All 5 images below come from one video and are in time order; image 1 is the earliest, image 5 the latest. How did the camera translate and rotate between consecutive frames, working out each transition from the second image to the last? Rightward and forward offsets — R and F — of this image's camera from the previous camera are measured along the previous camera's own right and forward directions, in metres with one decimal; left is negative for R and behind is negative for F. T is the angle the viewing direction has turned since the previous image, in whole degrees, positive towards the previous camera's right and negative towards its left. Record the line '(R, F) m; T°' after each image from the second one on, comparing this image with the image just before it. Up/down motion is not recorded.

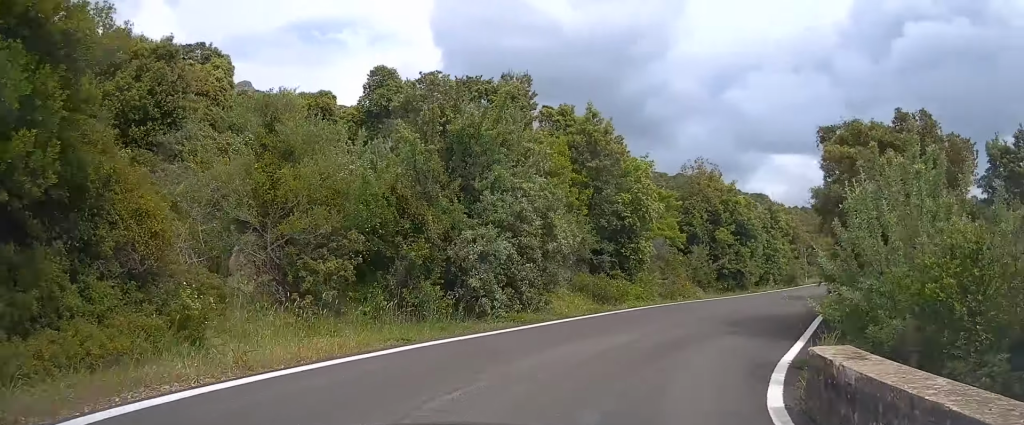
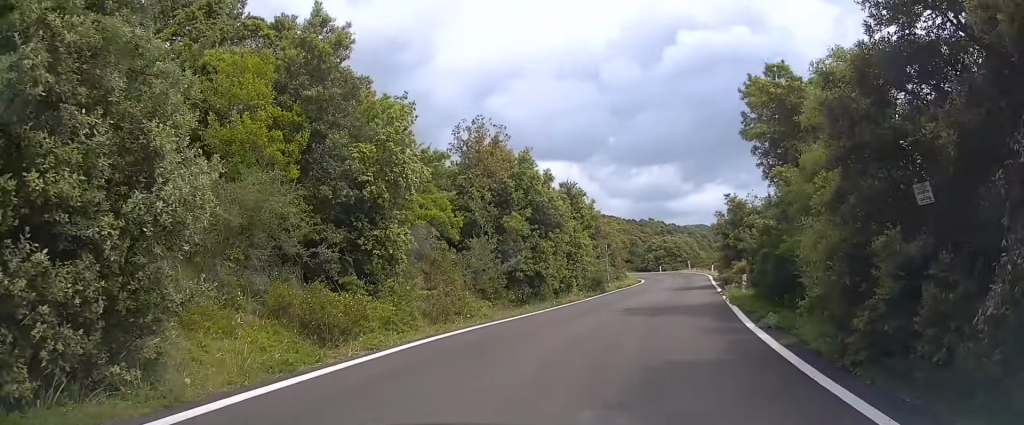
(+1.8, +9.6) m; +19°
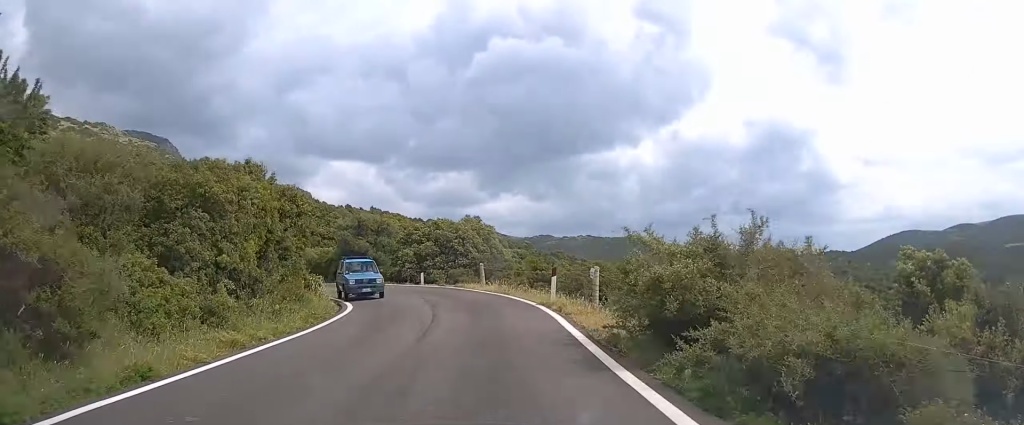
(+8.9, +32.9) m; +18°
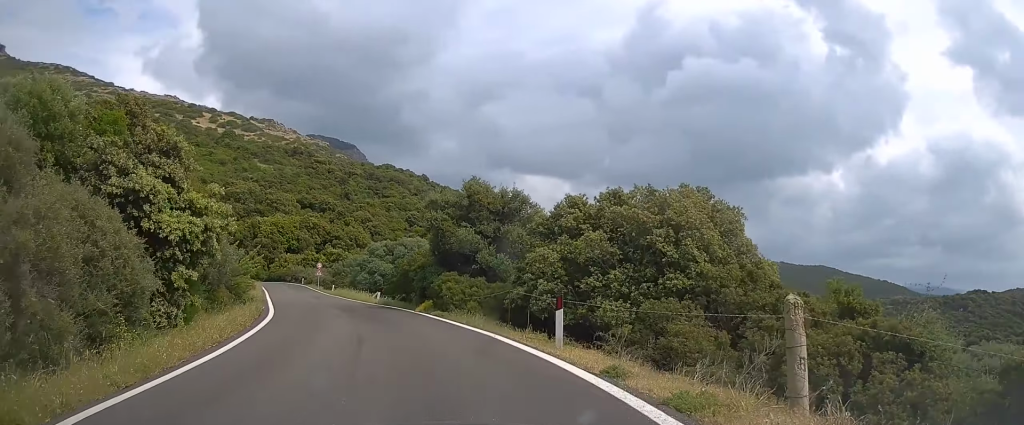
(-2.1, +21.6) m; -17°
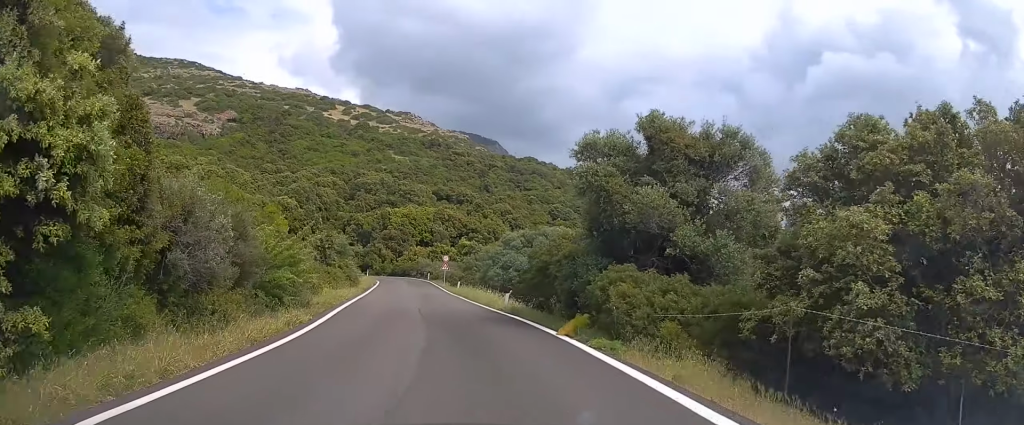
(-0.9, +9.4) m; -10°
